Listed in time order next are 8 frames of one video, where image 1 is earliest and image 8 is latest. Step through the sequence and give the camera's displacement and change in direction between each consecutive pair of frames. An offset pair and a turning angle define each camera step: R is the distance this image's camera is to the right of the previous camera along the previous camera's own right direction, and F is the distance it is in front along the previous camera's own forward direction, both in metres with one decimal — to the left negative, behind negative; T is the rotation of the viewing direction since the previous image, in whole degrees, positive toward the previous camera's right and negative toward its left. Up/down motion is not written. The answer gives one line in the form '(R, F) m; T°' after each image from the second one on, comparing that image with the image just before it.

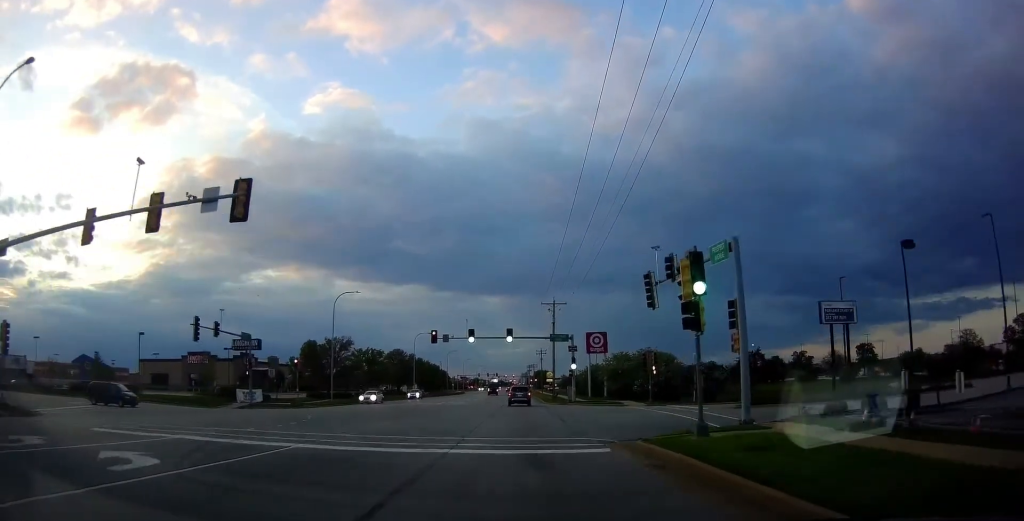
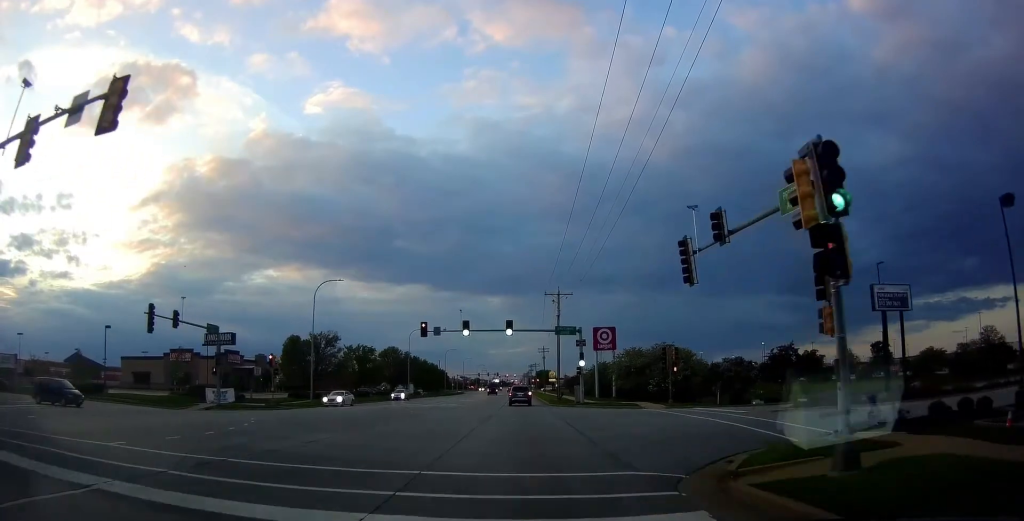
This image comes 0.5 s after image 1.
(0.0, +7.0) m; 0°
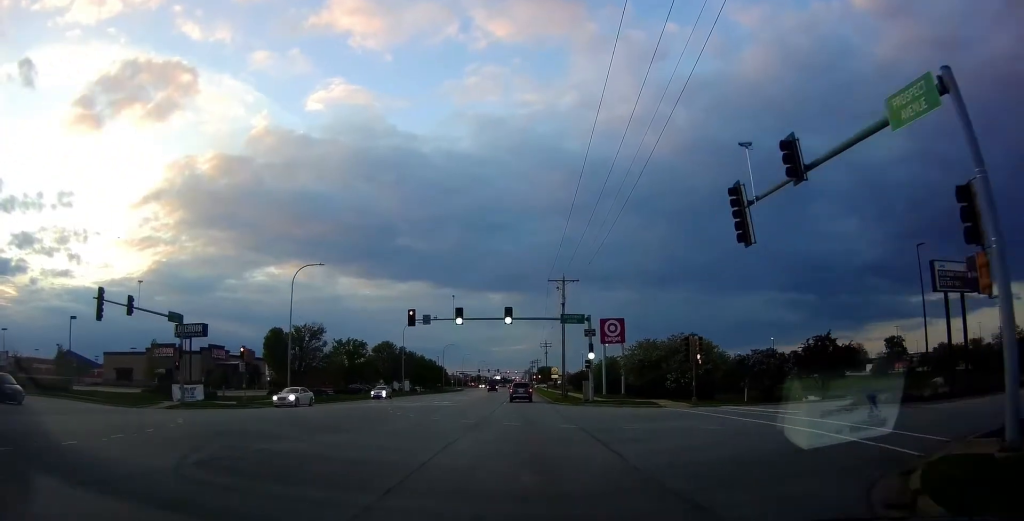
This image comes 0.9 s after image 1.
(0.0, +6.0) m; 0°
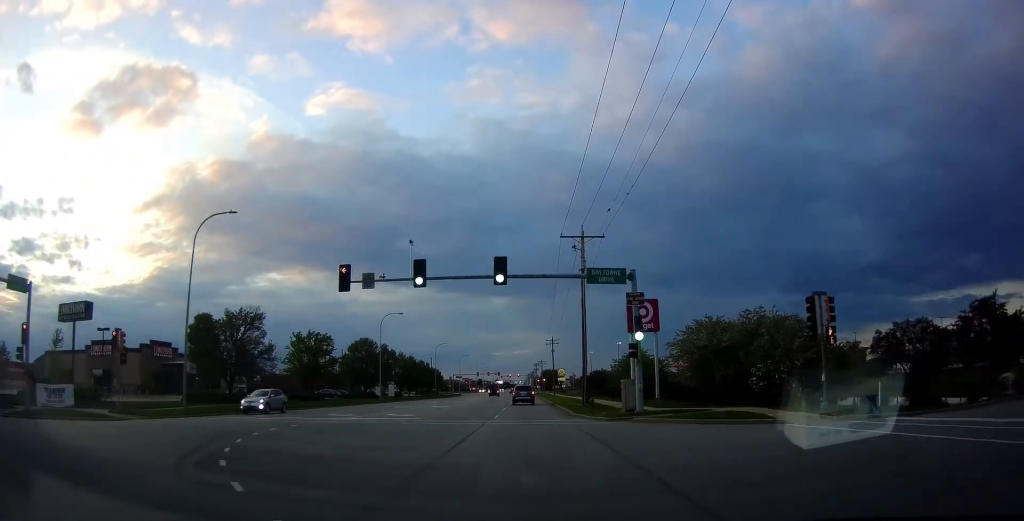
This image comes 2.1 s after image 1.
(0.0, +18.4) m; 0°
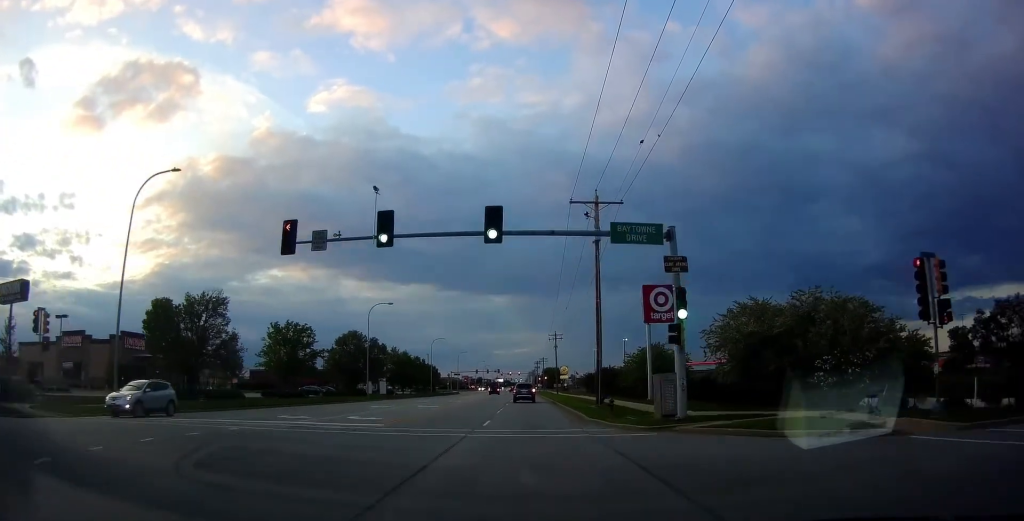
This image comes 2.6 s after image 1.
(0.0, +7.3) m; 0°
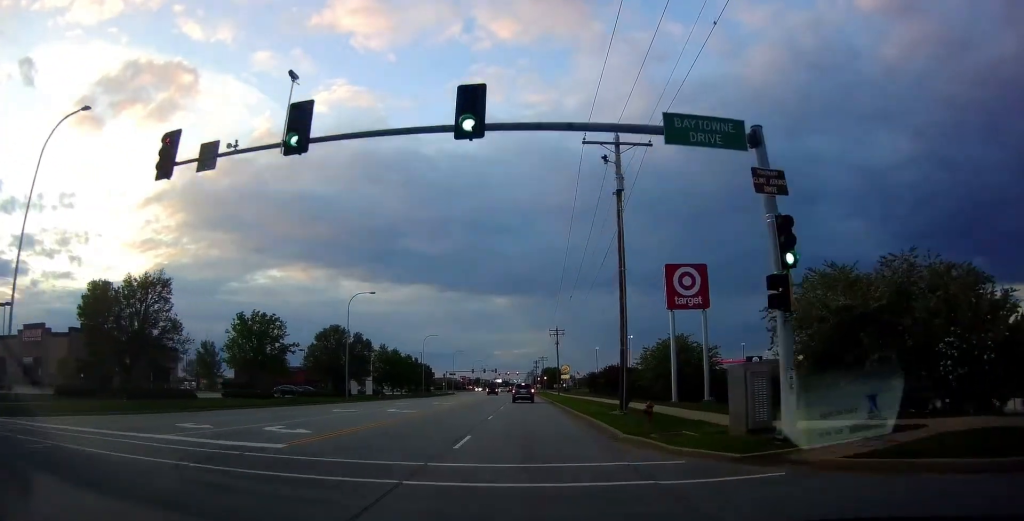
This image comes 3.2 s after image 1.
(0.0, +8.3) m; 0°
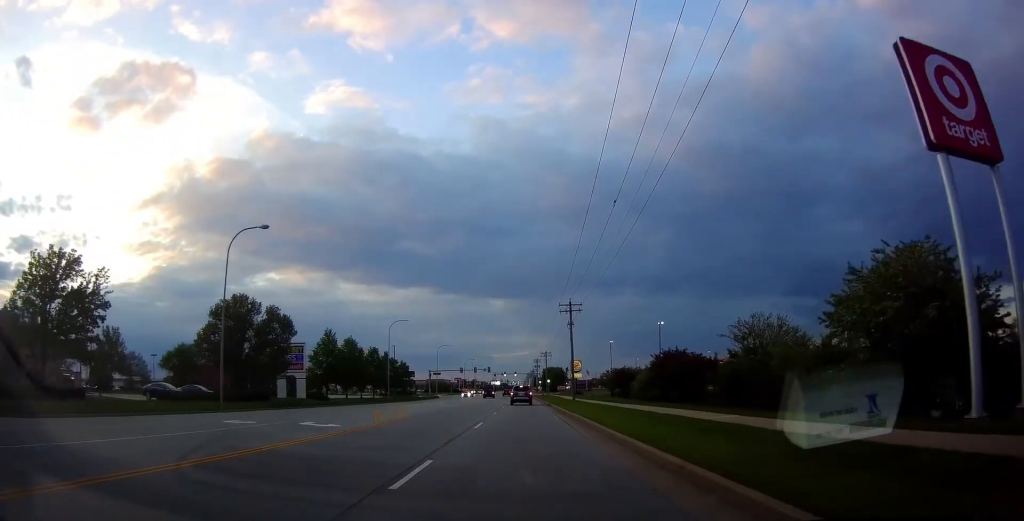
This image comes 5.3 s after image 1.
(-0.2, +29.9) m; -2°
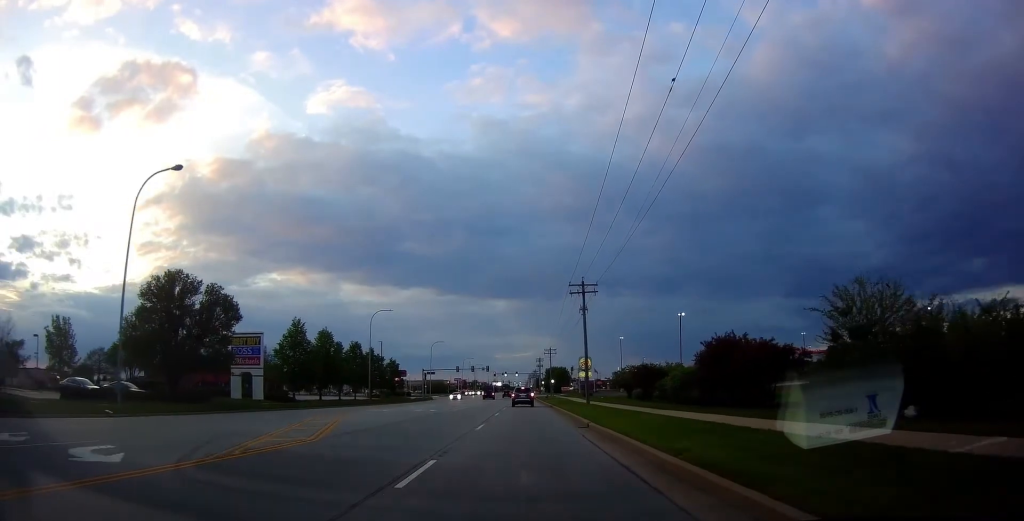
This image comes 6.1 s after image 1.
(-0.3, +12.0) m; 0°
